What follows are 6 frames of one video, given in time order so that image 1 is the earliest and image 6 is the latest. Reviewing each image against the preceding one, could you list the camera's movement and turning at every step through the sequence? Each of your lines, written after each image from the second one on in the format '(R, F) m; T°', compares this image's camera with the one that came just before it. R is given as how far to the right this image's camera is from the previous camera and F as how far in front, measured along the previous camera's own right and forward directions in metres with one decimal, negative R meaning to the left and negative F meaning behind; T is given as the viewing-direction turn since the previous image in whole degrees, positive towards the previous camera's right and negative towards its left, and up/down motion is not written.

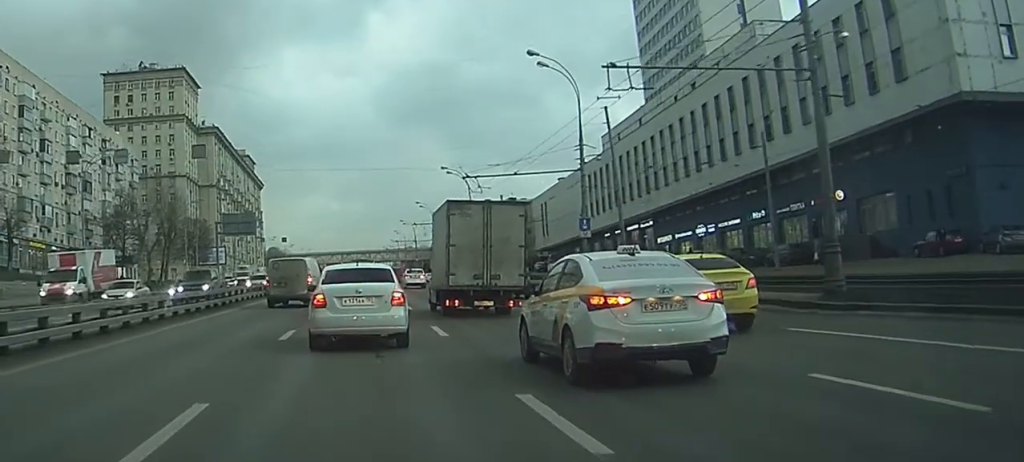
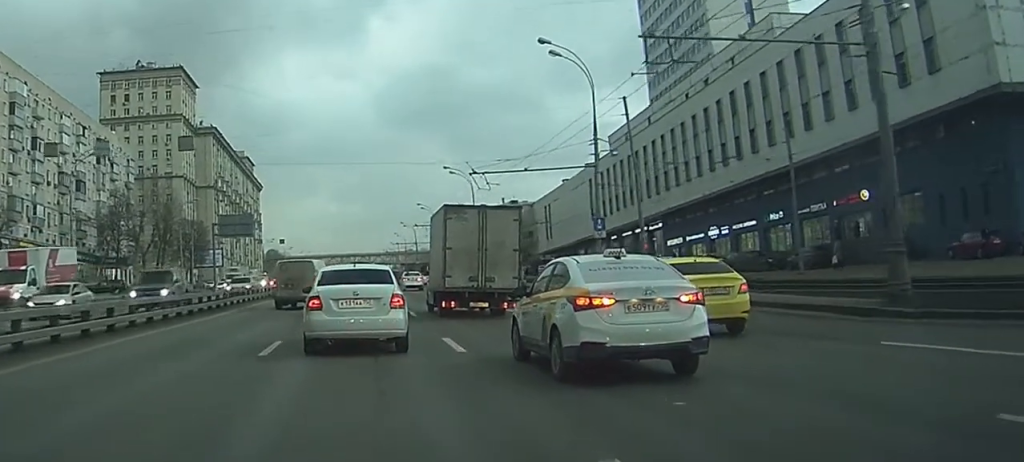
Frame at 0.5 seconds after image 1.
(0.0, +3.5) m; 0°
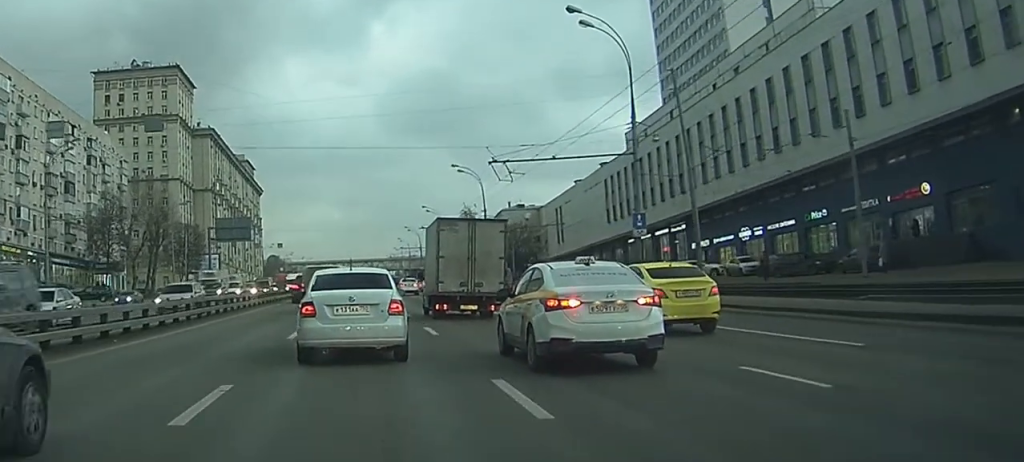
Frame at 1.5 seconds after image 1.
(+0.1, +7.3) m; 0°
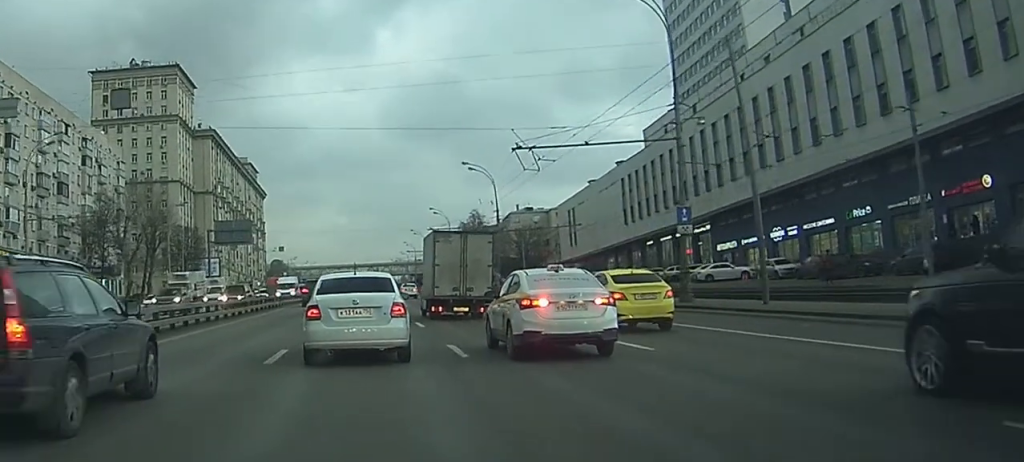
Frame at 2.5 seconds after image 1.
(0.0, +6.0) m; -2°
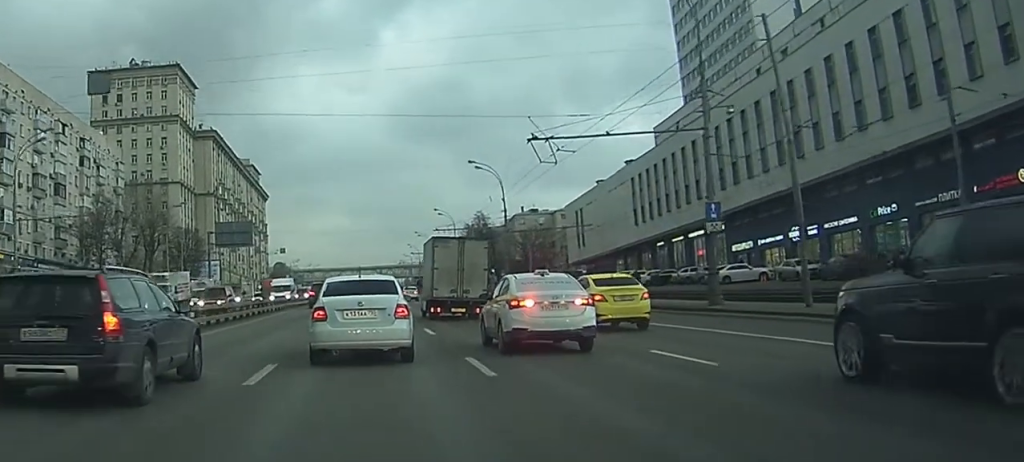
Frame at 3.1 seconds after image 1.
(0.0, +3.0) m; -1°
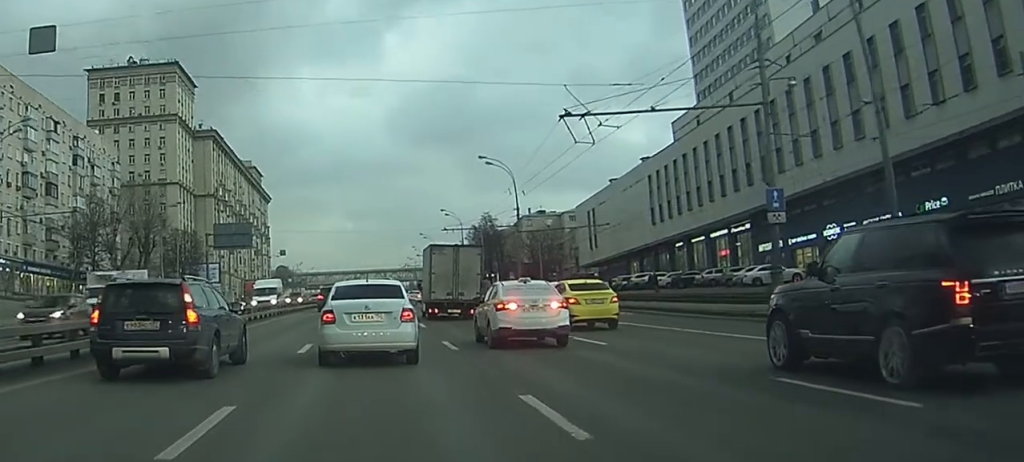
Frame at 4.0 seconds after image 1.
(-0.1, +5.1) m; -1°
